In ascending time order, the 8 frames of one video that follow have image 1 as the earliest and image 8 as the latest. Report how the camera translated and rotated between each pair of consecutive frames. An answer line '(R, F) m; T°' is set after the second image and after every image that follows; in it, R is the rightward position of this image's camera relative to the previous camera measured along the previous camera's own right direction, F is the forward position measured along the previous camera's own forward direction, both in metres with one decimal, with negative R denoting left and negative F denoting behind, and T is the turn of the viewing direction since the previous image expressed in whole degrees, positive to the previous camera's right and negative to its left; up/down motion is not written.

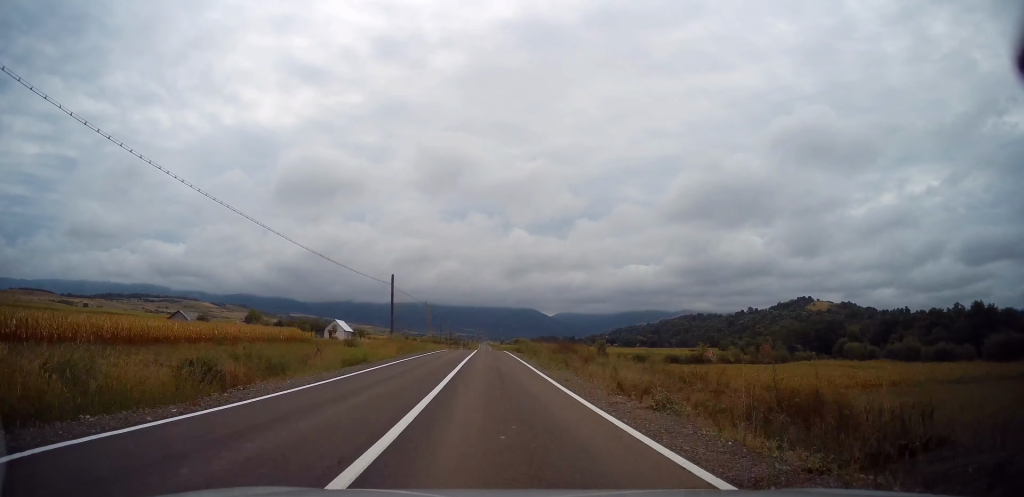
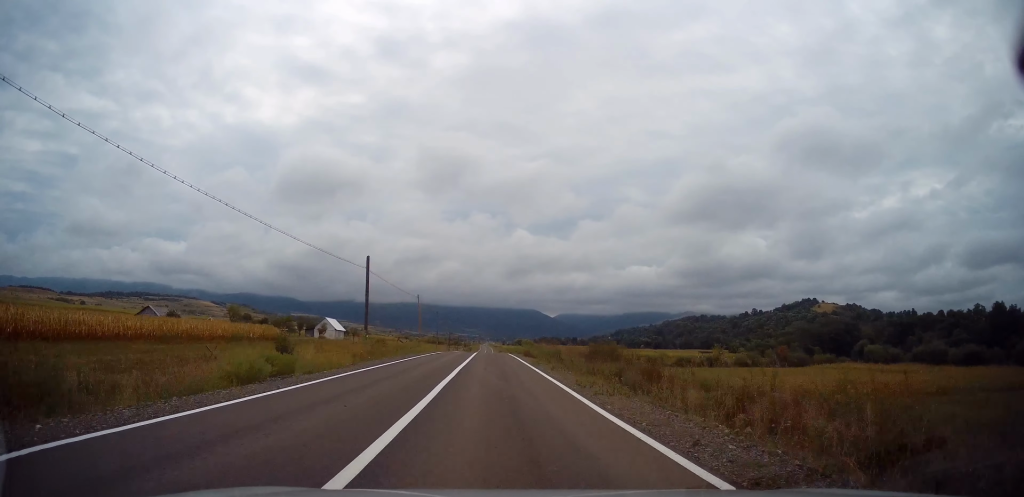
(+0.1, +10.4) m; 0°
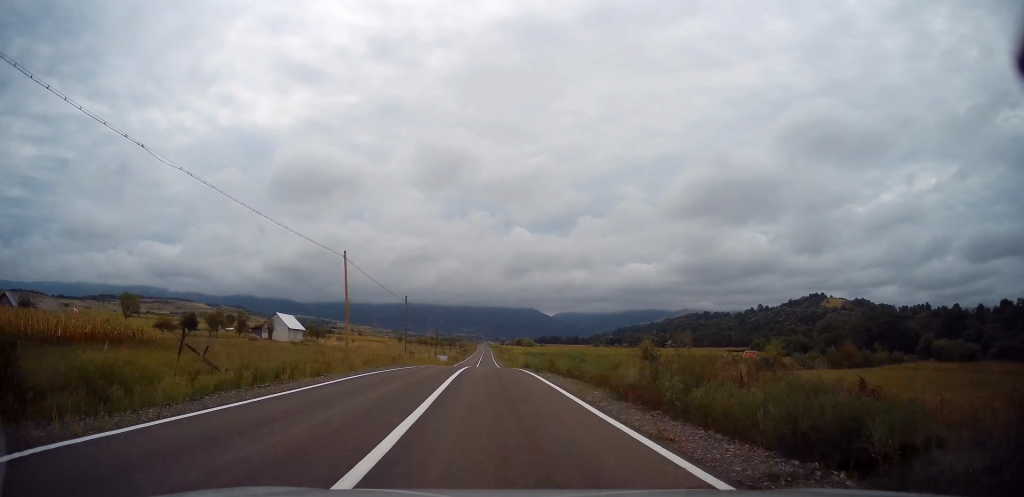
(0.0, +32.1) m; -1°
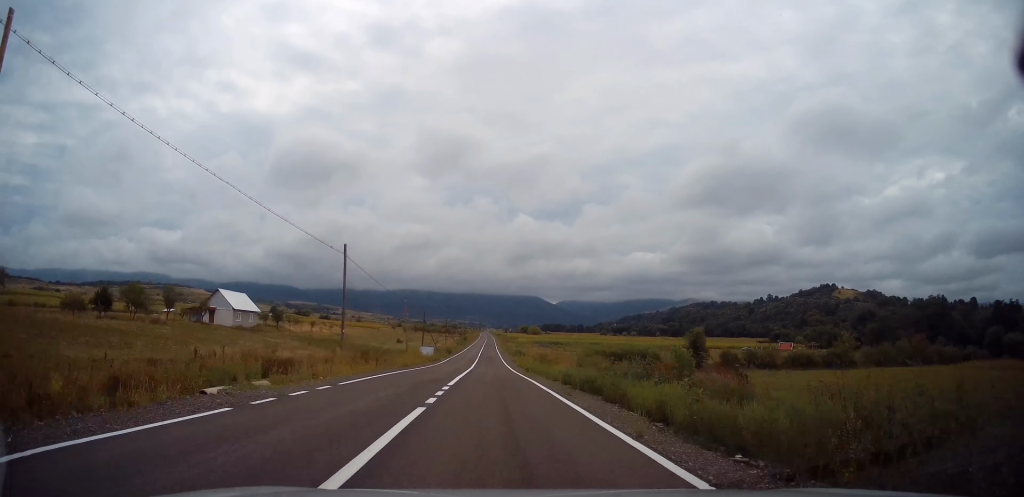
(-0.1, +25.5) m; +1°
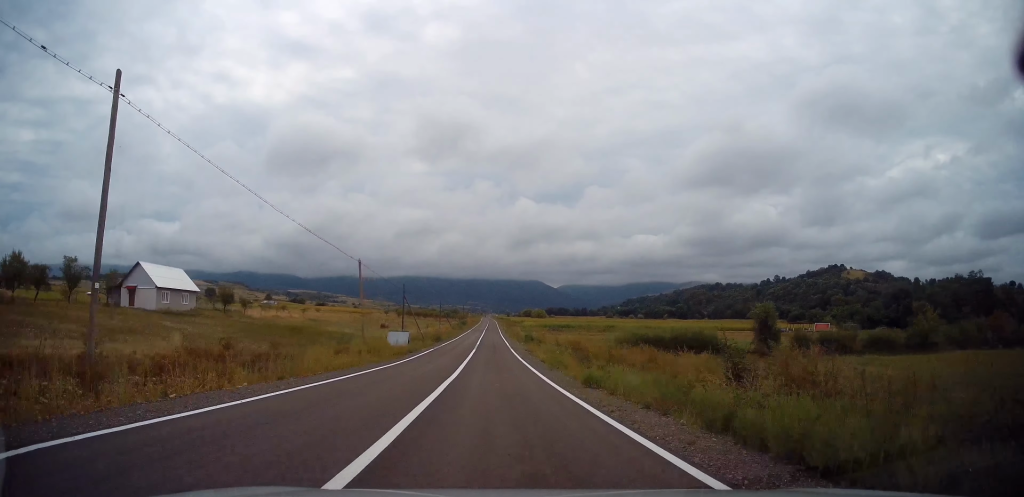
(+0.3, +21.3) m; 0°
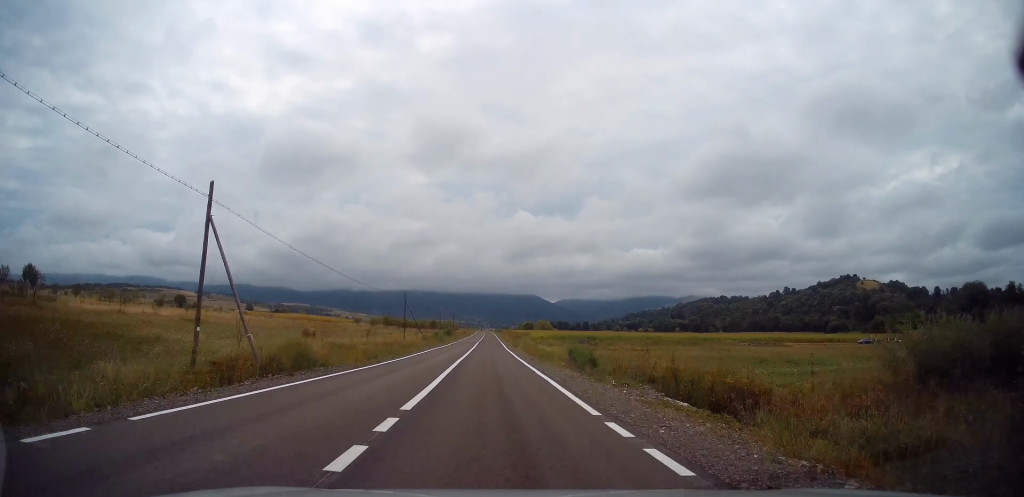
(-0.4, +44.2) m; -1°
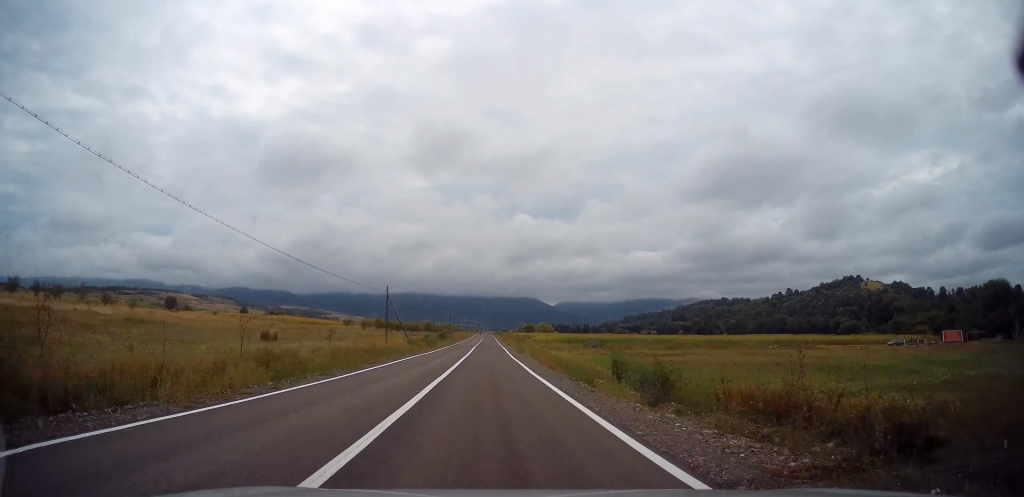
(0.0, +11.8) m; 0°
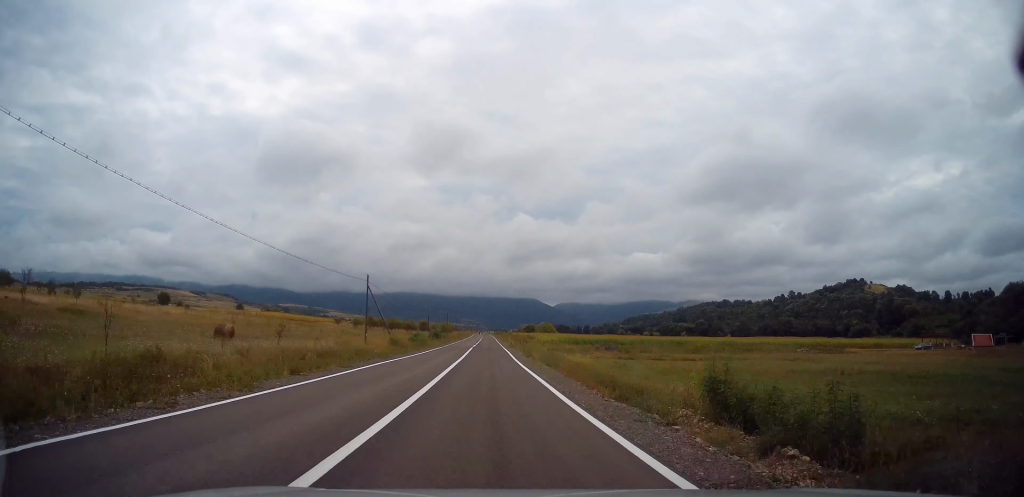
(0.0, +9.4) m; 0°
